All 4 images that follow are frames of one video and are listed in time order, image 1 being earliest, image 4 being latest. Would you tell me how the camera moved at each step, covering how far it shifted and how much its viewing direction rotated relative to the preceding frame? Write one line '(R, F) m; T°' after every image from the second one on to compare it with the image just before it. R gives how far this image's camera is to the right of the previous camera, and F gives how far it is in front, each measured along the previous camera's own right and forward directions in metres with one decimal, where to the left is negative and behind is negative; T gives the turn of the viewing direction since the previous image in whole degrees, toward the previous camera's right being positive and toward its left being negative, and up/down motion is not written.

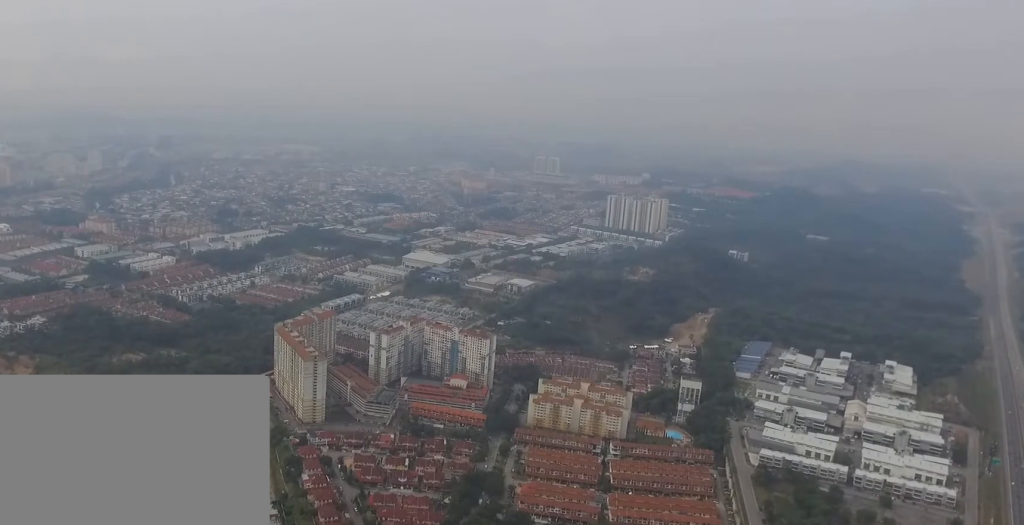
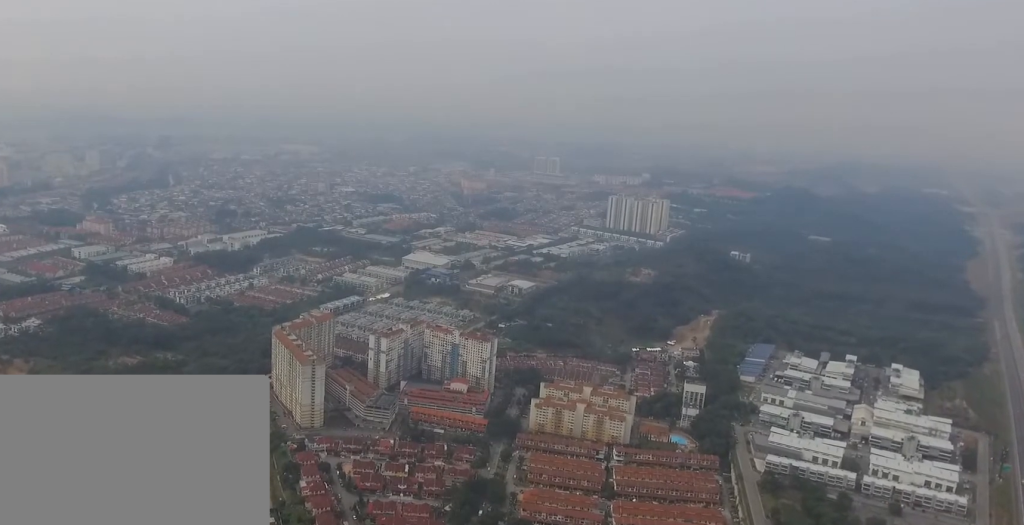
(0.0, +12.2) m; 0°
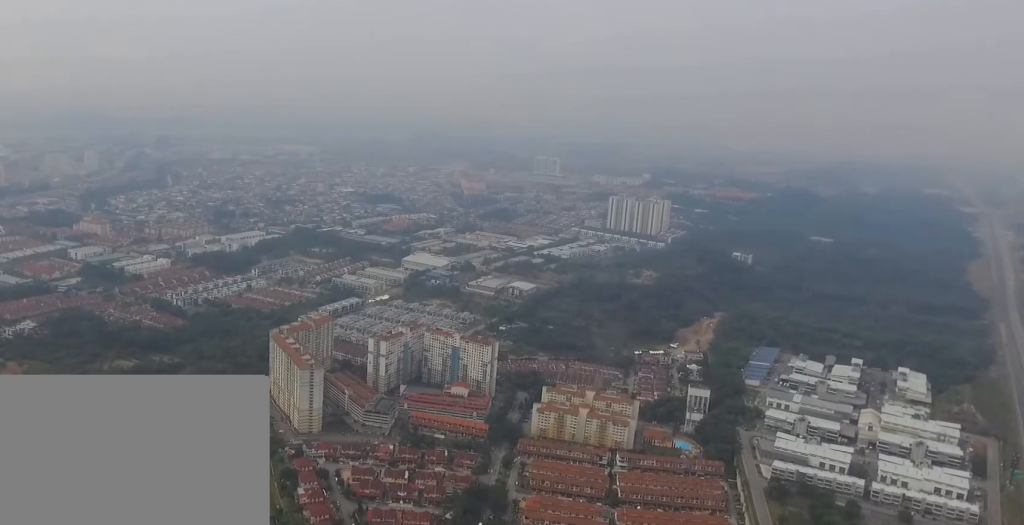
(0.0, +12.7) m; 0°
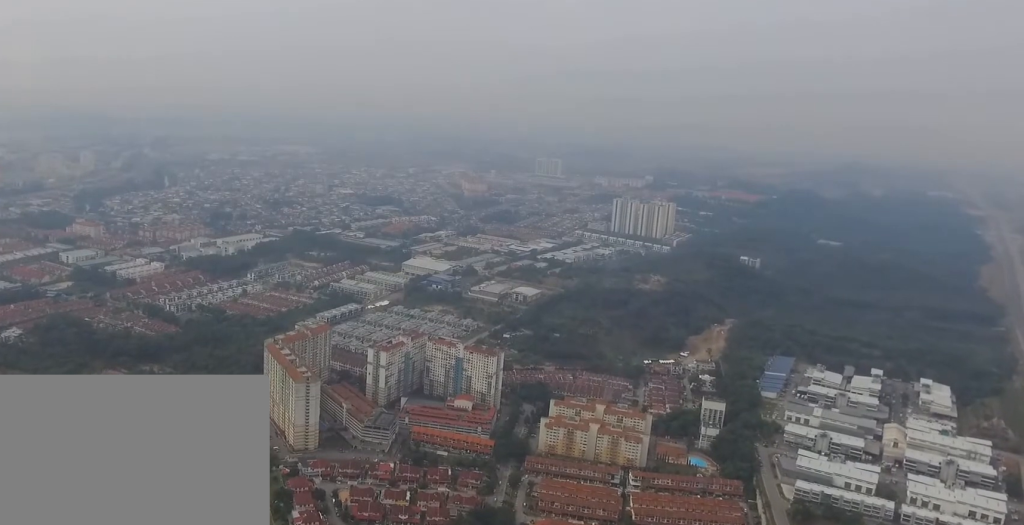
(0.0, +36.8) m; 0°
